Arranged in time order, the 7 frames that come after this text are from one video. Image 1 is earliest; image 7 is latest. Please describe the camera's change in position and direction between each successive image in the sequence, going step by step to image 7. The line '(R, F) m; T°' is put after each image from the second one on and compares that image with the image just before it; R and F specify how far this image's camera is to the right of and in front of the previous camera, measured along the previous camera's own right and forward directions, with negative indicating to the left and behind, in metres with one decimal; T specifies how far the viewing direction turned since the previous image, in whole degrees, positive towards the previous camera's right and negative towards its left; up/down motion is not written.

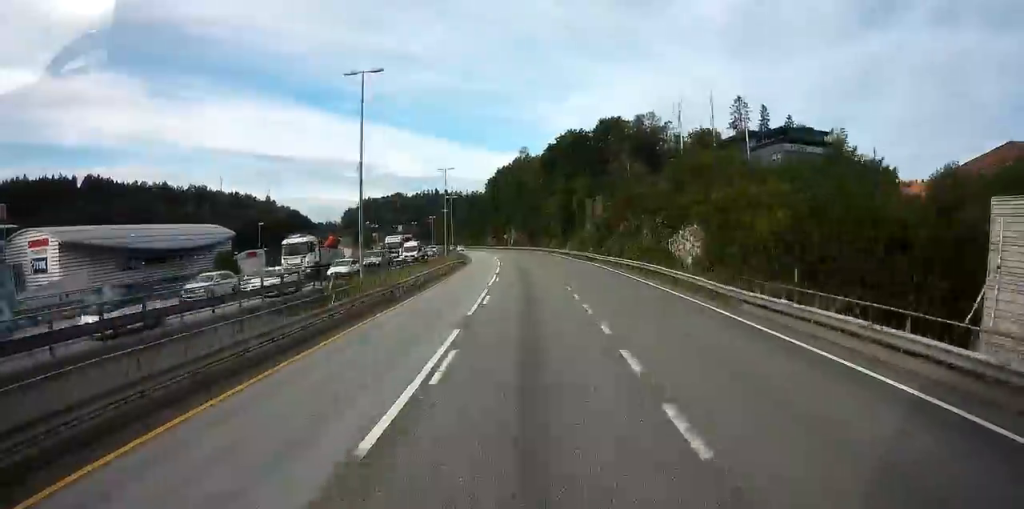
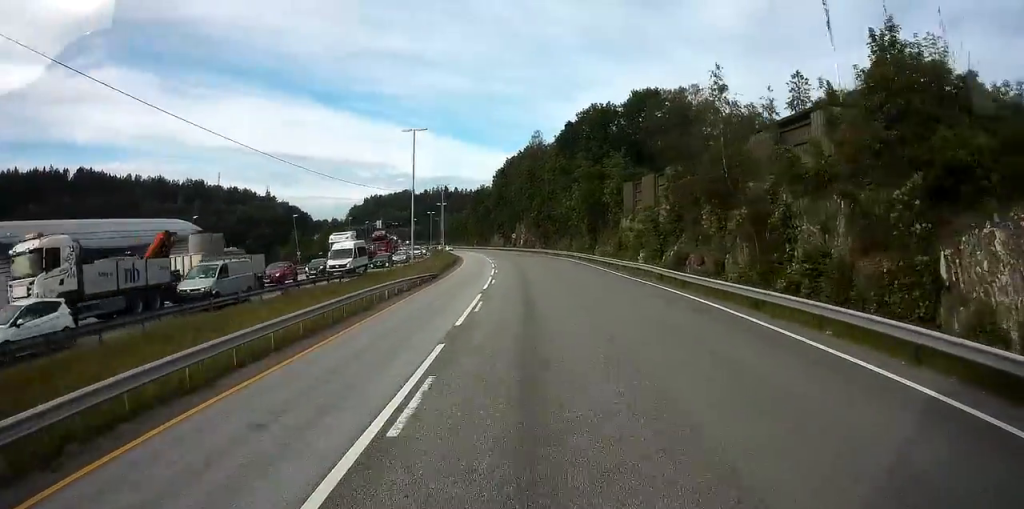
(-0.4, +26.3) m; -2°
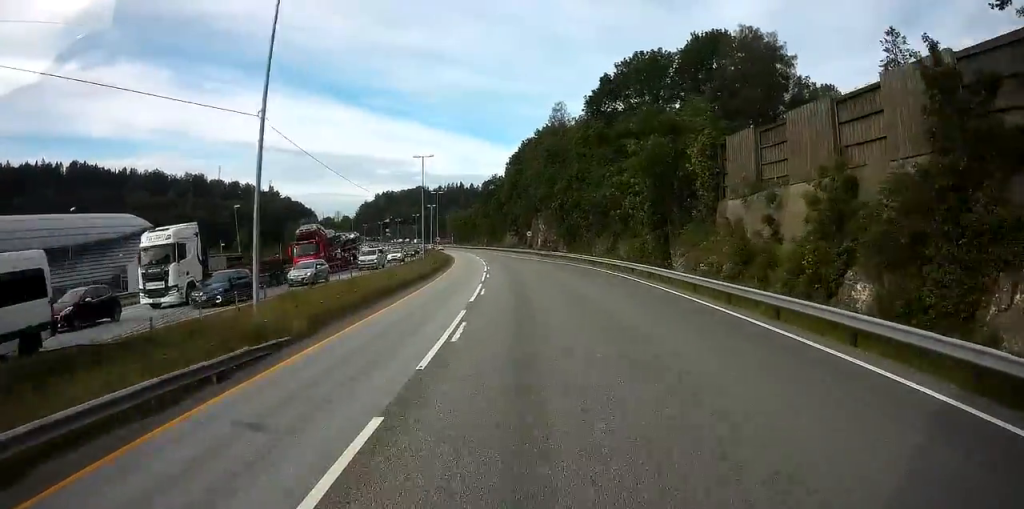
(-0.6, +29.2) m; -3°
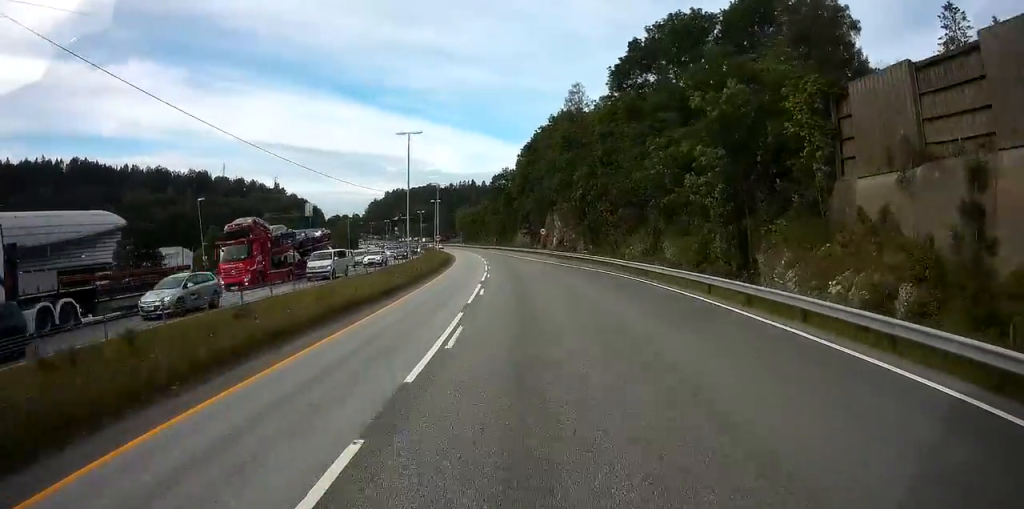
(-0.1, +13.1) m; -1°
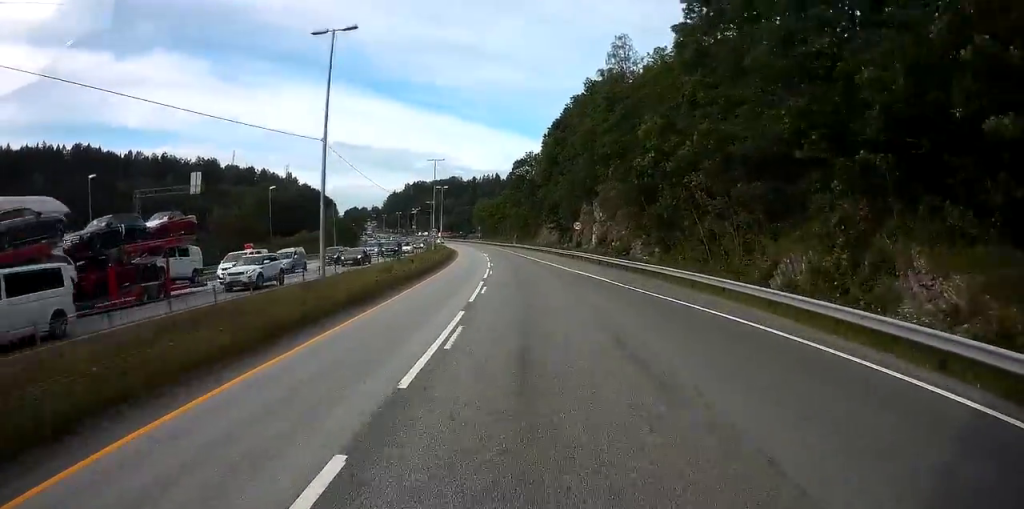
(-0.3, +24.6) m; -2°
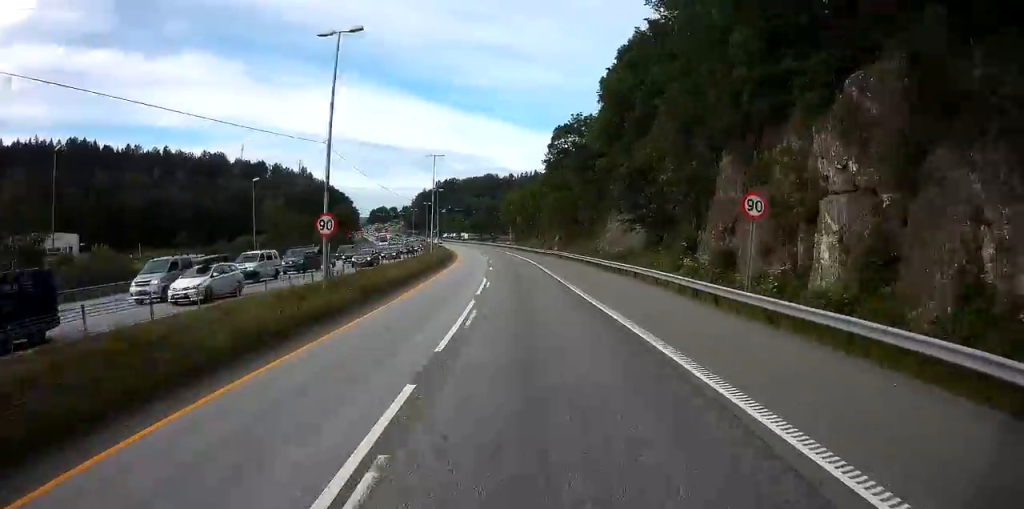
(-1.7, +44.5) m; -4°
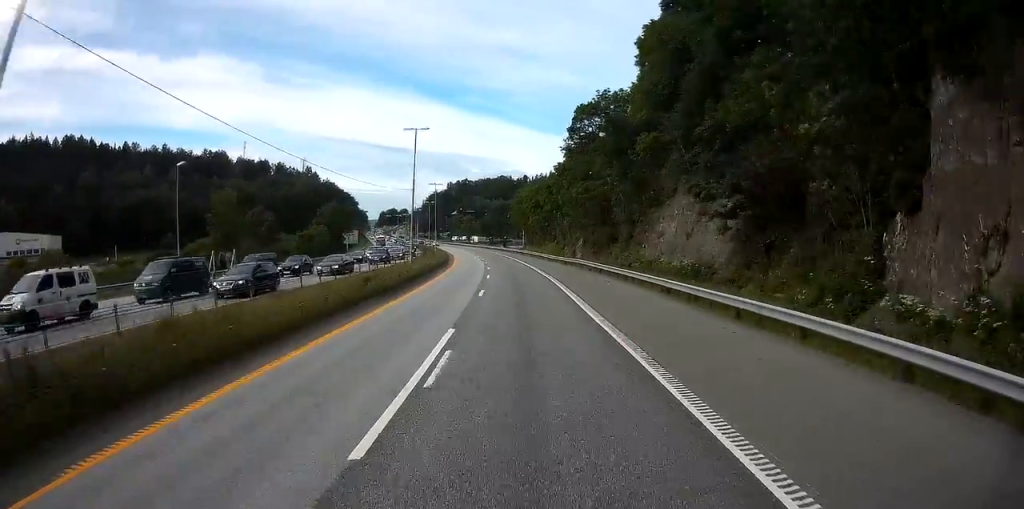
(0.0, +17.8) m; -2°
